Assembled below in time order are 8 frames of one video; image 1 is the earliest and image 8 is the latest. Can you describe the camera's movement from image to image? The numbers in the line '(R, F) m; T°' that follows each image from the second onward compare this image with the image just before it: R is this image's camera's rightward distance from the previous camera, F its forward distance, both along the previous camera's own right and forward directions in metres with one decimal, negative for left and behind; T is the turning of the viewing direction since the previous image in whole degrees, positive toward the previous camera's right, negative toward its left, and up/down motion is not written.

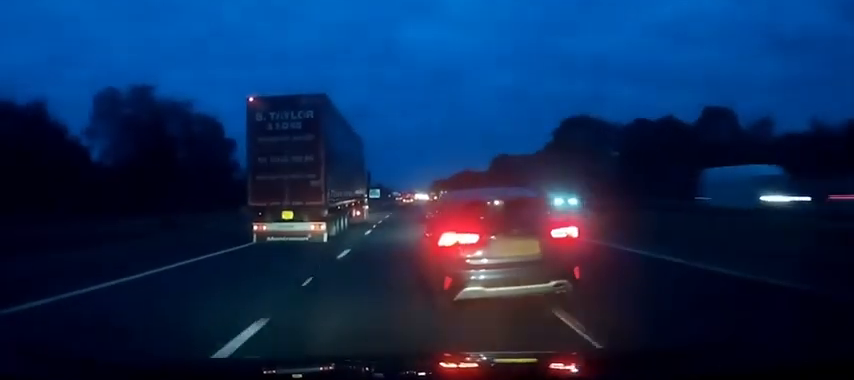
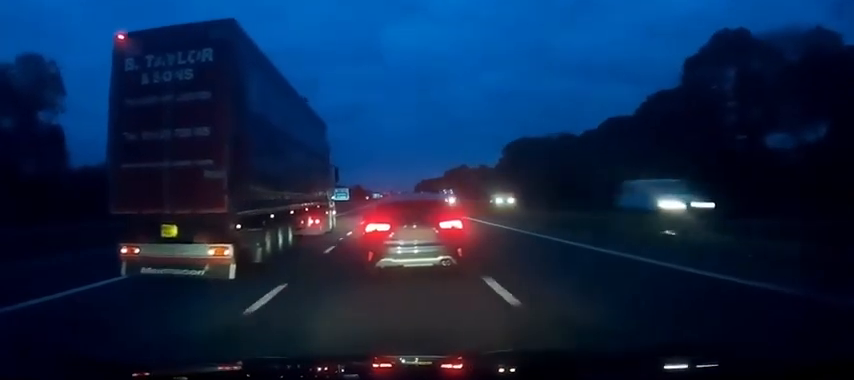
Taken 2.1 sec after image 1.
(+1.8, +62.0) m; +3°
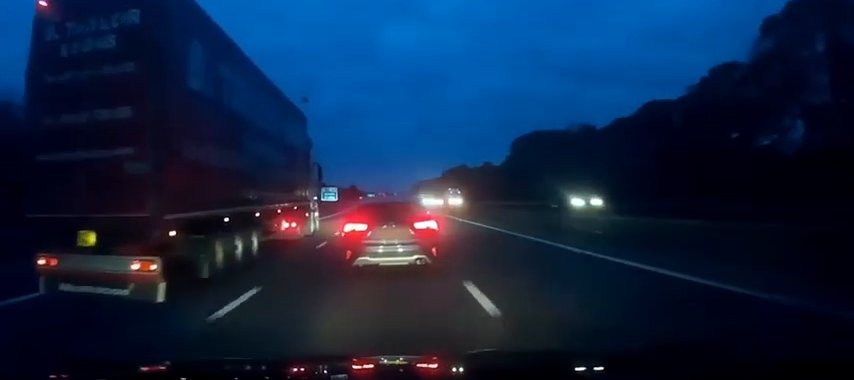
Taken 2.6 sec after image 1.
(+0.1, +15.3) m; +1°
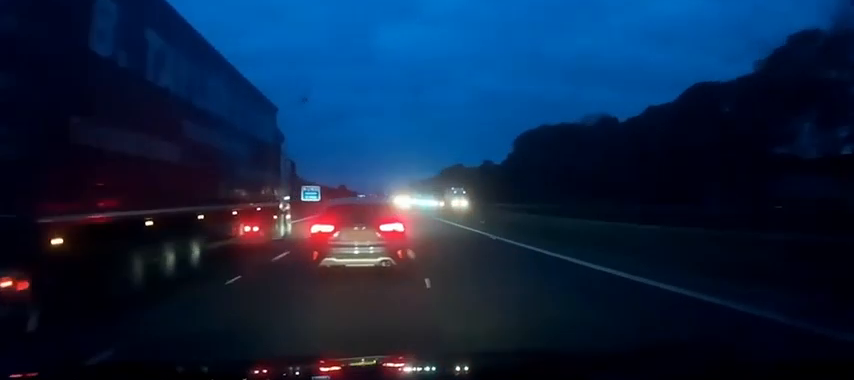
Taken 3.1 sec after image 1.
(0.0, +14.3) m; 0°
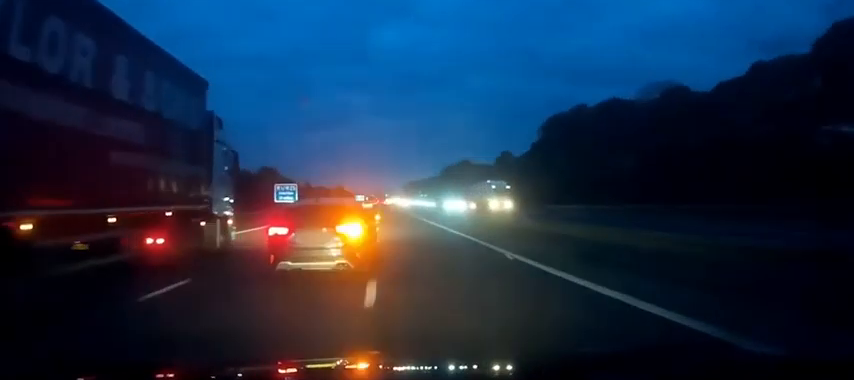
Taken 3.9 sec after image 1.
(0.0, +22.8) m; 0°
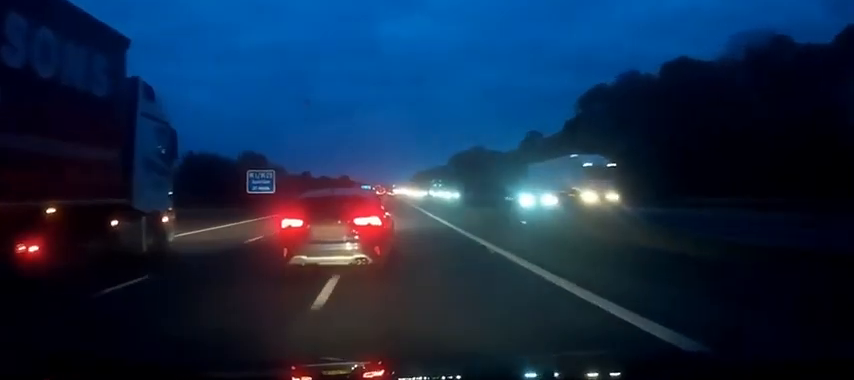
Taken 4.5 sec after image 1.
(+0.1, +18.1) m; 0°
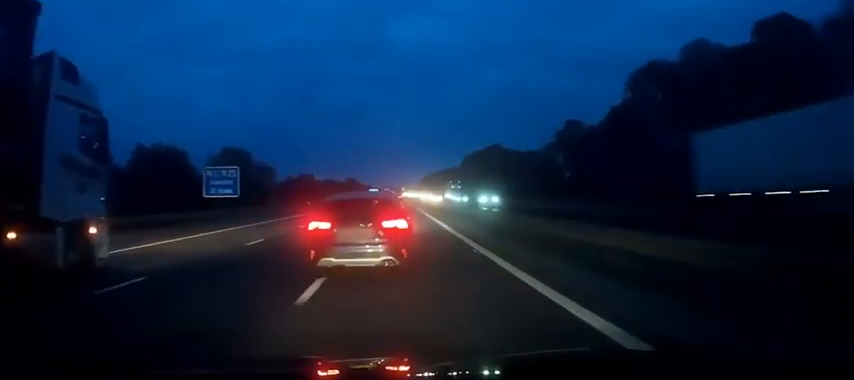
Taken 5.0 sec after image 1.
(-0.2, +16.9) m; -1°
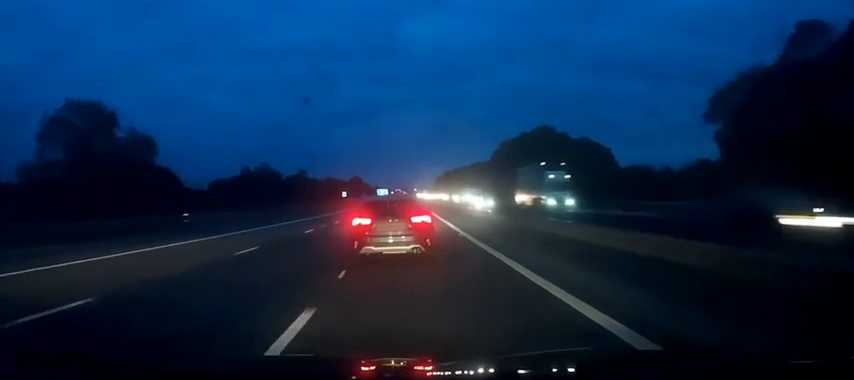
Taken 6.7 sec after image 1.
(-0.9, +49.4) m; -2°
